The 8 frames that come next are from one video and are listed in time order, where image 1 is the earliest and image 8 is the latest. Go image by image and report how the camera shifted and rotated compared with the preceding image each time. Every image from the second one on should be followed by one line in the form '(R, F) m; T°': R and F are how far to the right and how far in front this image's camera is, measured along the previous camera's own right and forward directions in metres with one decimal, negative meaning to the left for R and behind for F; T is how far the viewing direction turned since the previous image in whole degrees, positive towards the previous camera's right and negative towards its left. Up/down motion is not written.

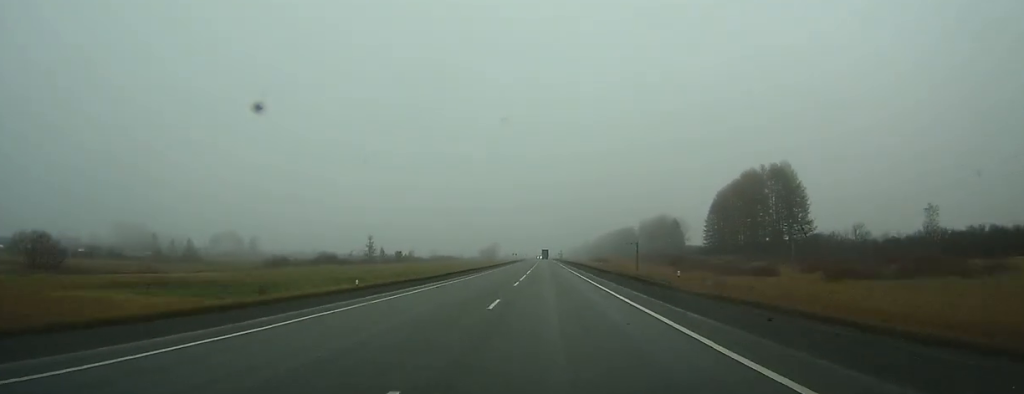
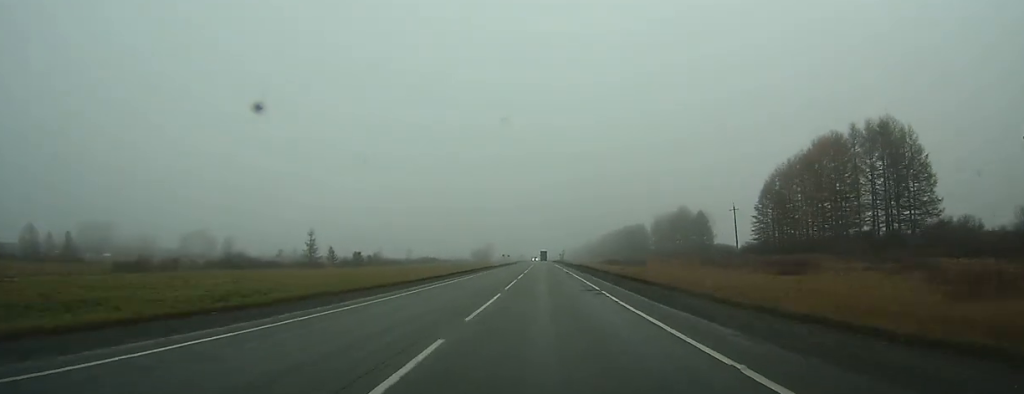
(0.0, +43.7) m; 0°
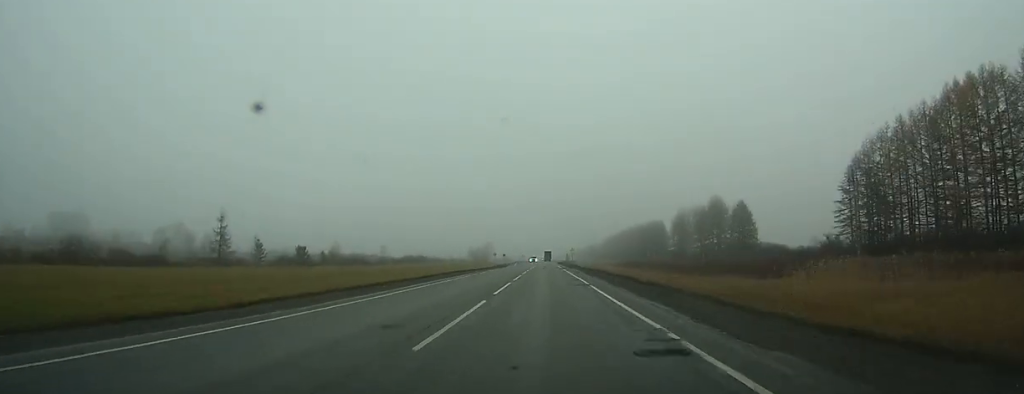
(0.0, +38.8) m; 0°
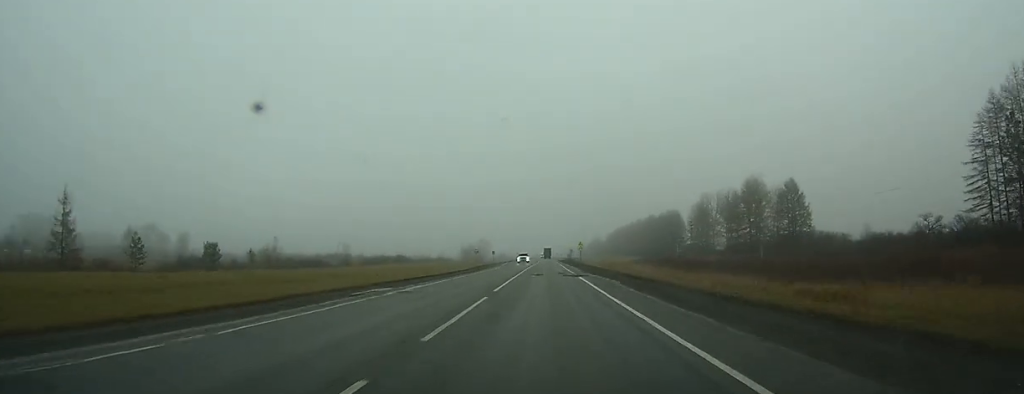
(0.0, +33.6) m; 0°
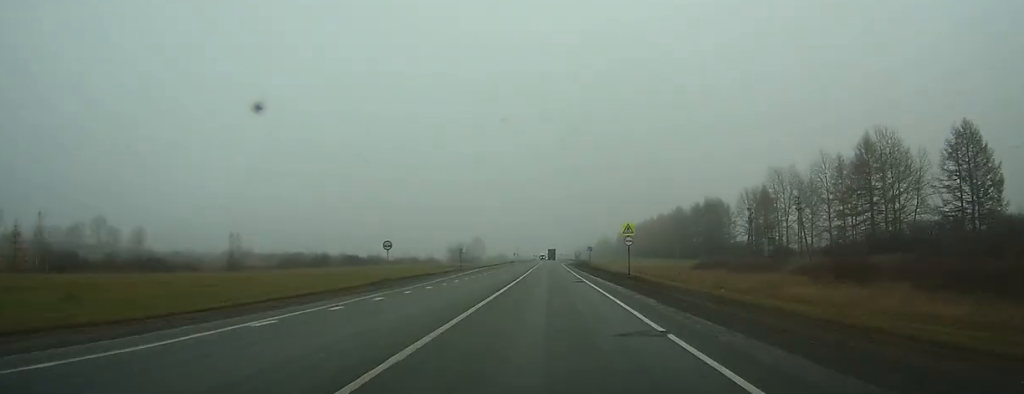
(-0.1, +56.3) m; 0°
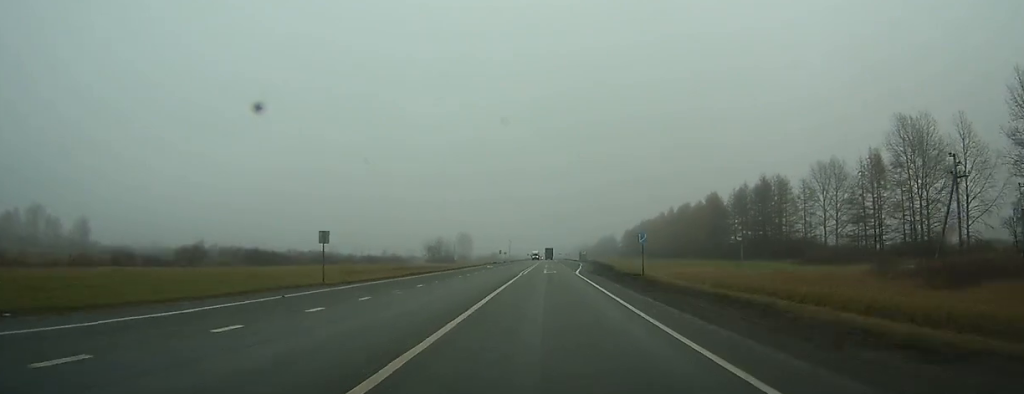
(0.0, +50.5) m; 0°
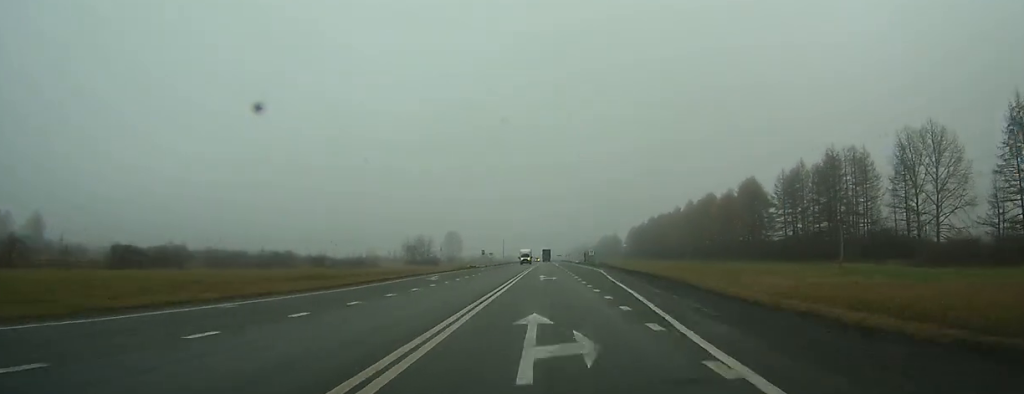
(0.0, +35.2) m; 0°
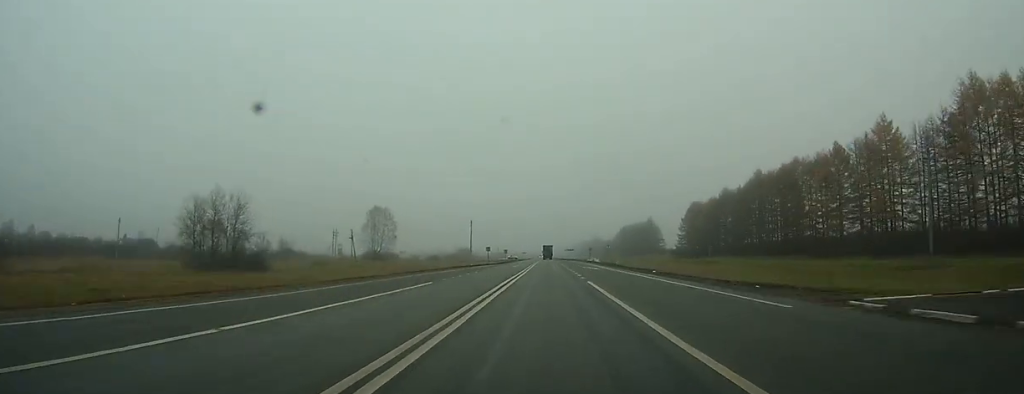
(+0.1, +154.2) m; 0°
